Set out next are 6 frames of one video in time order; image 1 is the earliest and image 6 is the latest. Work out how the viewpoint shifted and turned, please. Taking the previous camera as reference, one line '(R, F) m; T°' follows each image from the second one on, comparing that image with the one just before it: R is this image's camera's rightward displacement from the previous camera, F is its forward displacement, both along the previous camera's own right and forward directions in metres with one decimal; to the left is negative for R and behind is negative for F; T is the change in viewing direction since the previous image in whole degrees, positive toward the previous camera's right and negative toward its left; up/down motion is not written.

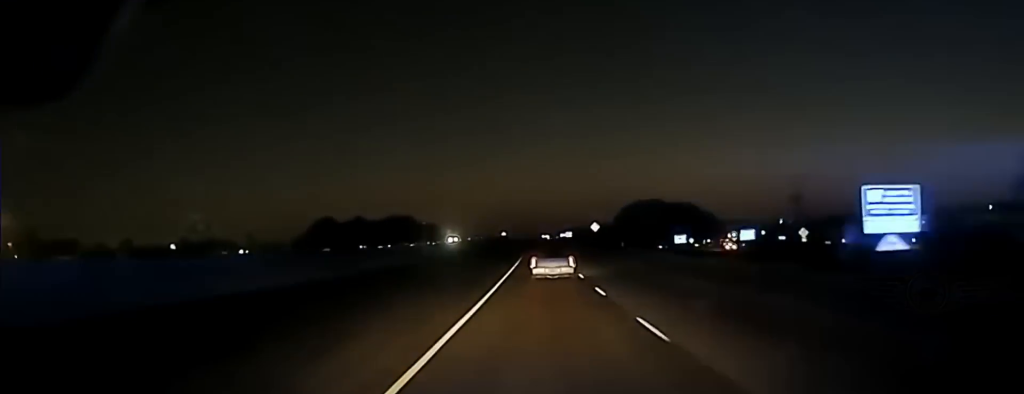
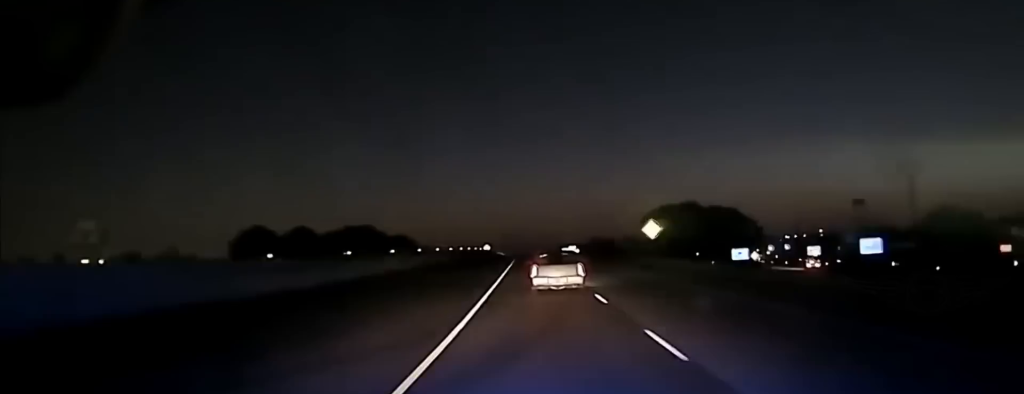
(-0.7, +79.1) m; +1°
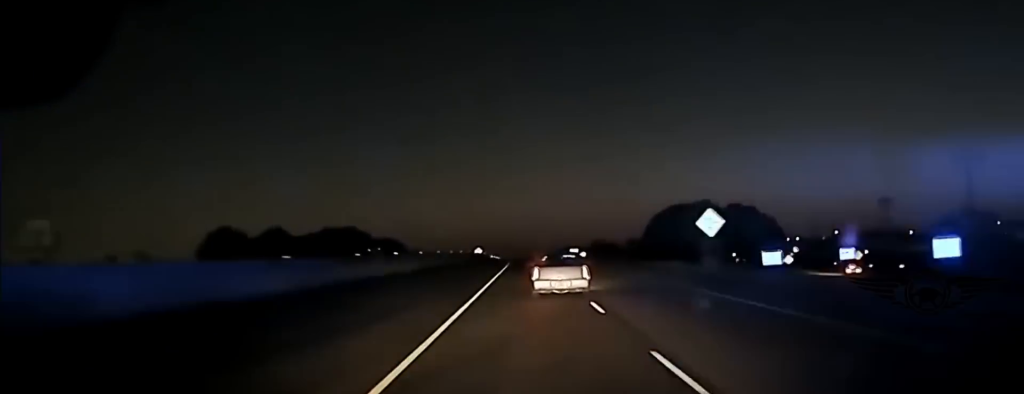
(+0.4, +25.8) m; +1°
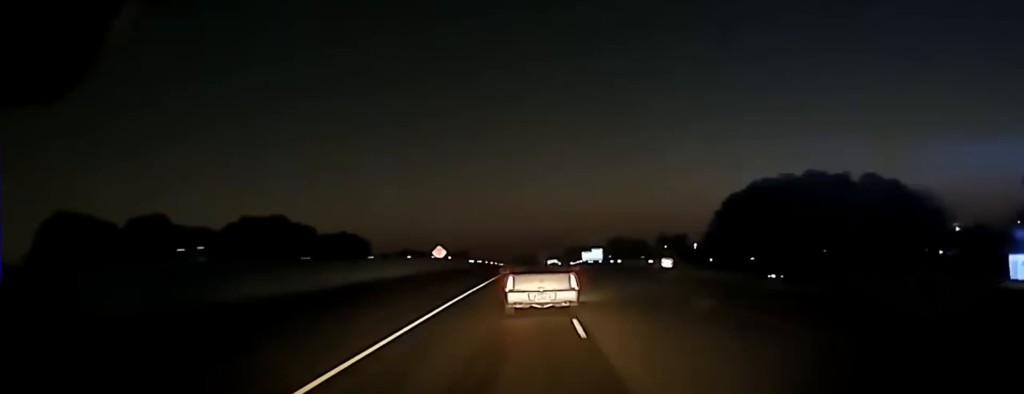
(+1.4, +91.4) m; +1°
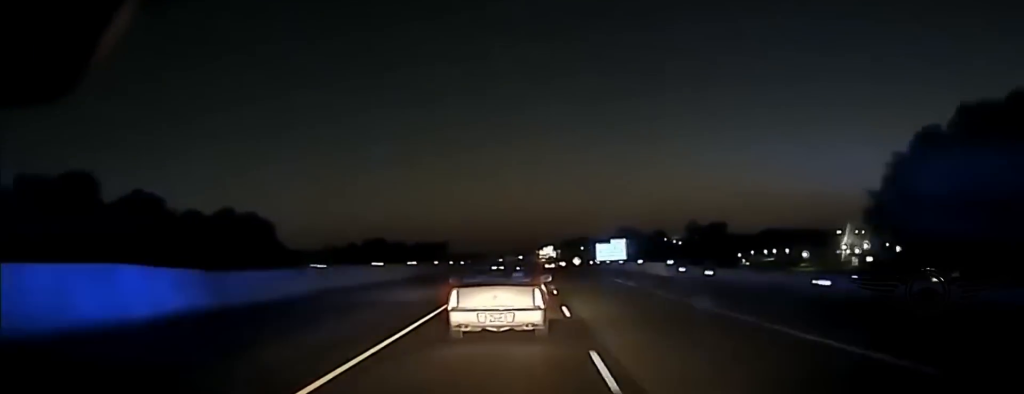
(-0.4, +93.9) m; 0°
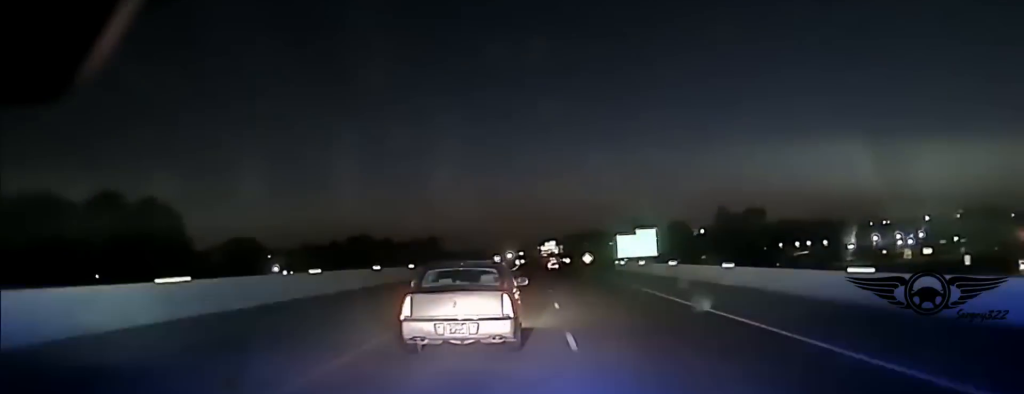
(0.0, +42.4) m; 0°
